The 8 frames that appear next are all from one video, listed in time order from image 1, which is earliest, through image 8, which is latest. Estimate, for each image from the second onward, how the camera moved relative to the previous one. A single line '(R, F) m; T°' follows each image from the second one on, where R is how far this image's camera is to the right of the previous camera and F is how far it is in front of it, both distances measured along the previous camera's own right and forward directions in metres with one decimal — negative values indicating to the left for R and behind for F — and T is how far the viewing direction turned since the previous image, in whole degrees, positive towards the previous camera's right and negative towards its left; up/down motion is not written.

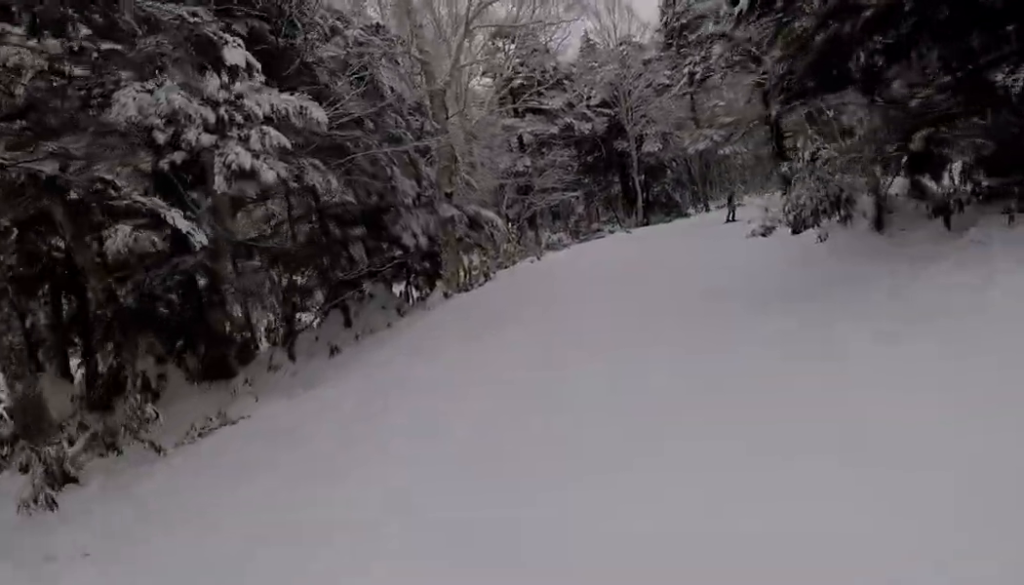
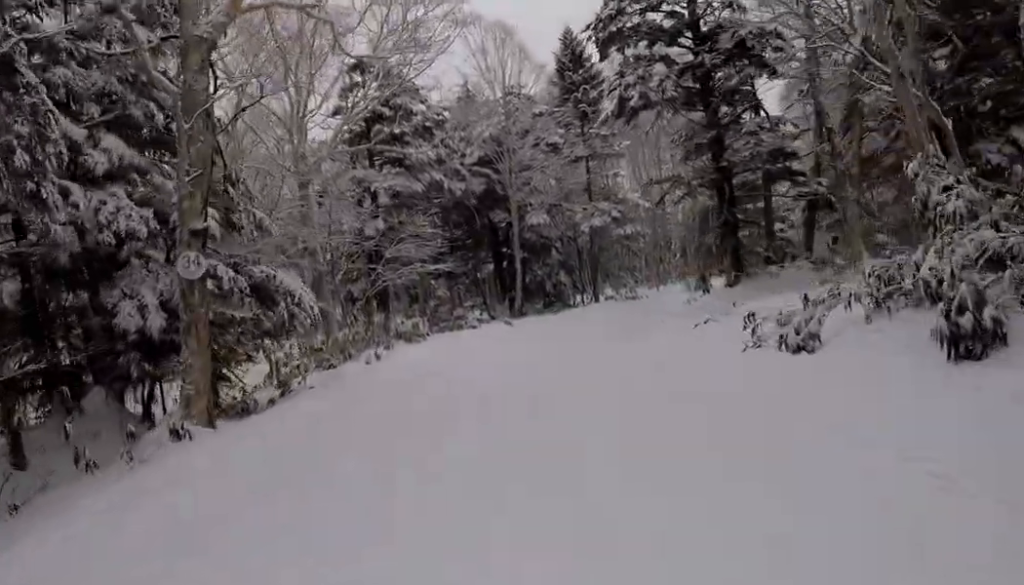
(+0.3, +8.6) m; +9°
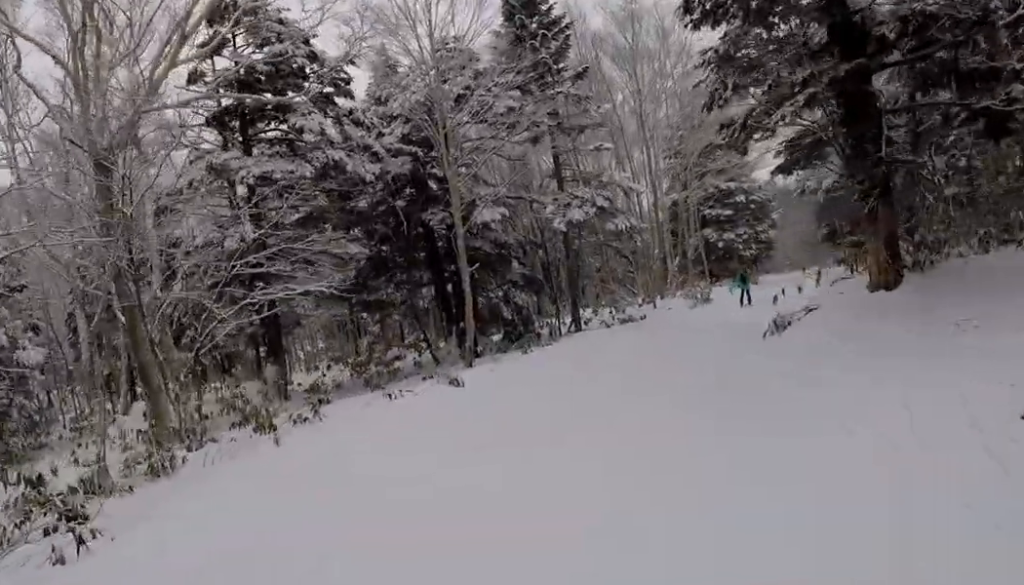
(+1.4, +10.5) m; +10°
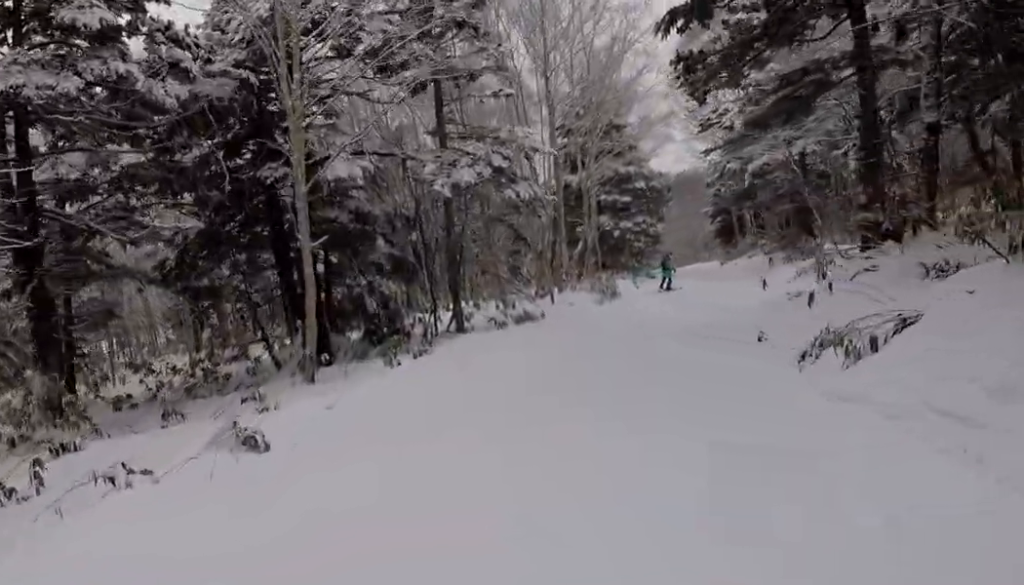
(0.0, +6.4) m; +7°
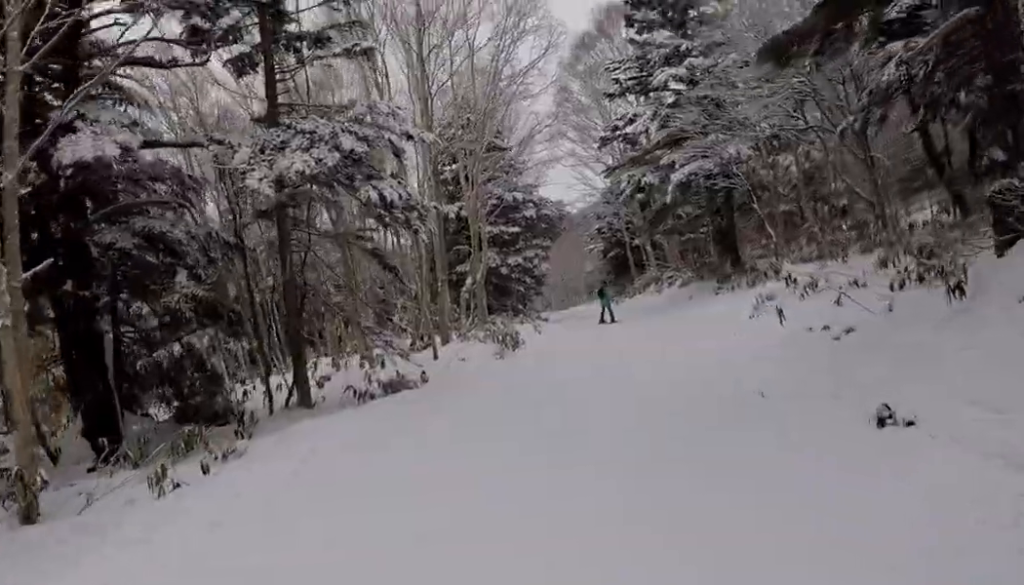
(+0.5, +6.4) m; +8°
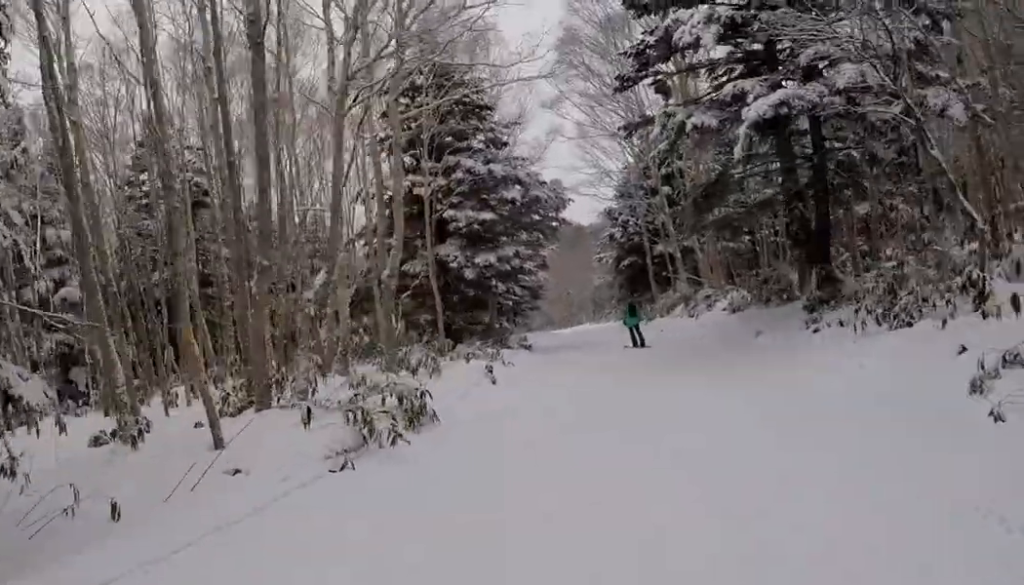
(+1.3, +10.4) m; +10°
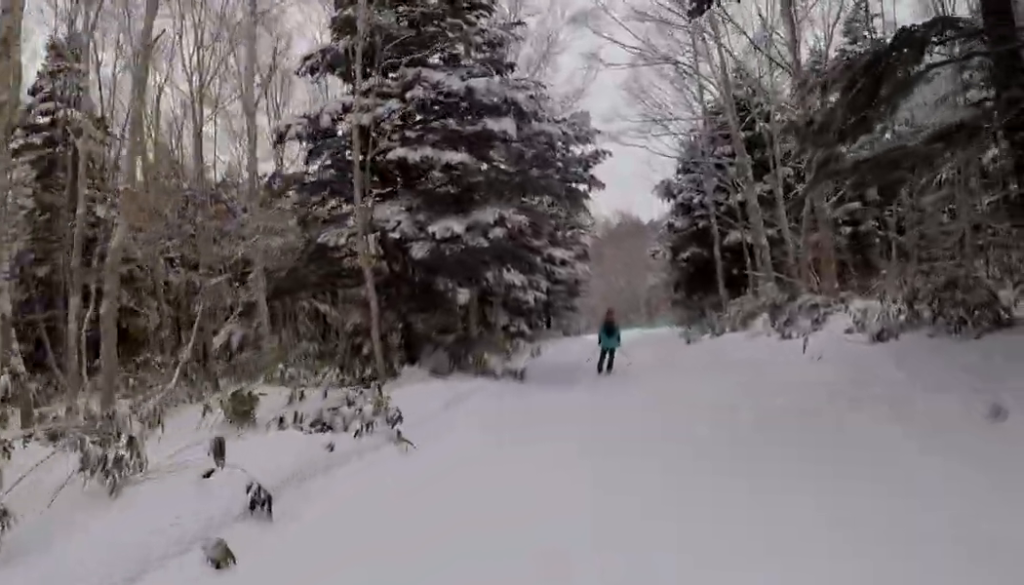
(+0.6, +9.6) m; +1°
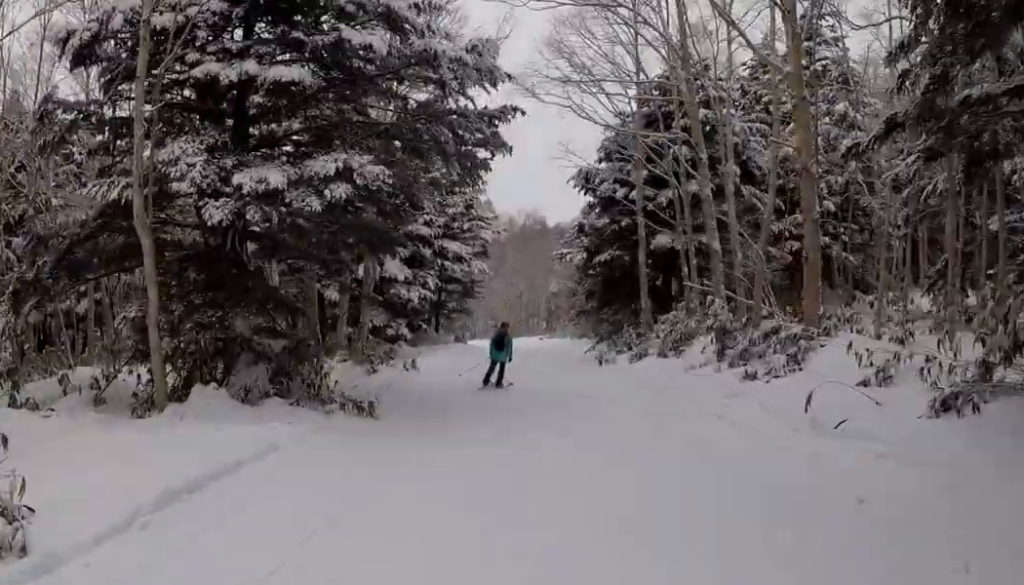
(-0.3, +5.1) m; -3°
